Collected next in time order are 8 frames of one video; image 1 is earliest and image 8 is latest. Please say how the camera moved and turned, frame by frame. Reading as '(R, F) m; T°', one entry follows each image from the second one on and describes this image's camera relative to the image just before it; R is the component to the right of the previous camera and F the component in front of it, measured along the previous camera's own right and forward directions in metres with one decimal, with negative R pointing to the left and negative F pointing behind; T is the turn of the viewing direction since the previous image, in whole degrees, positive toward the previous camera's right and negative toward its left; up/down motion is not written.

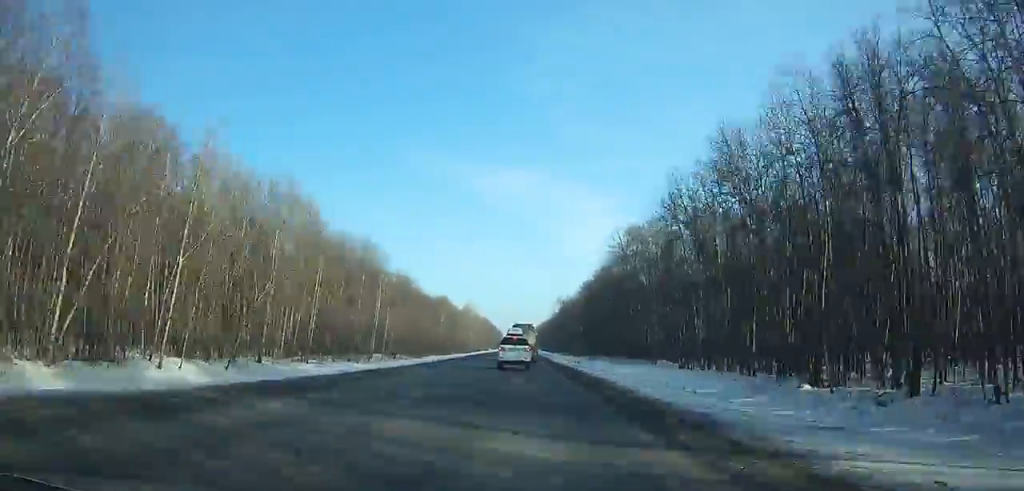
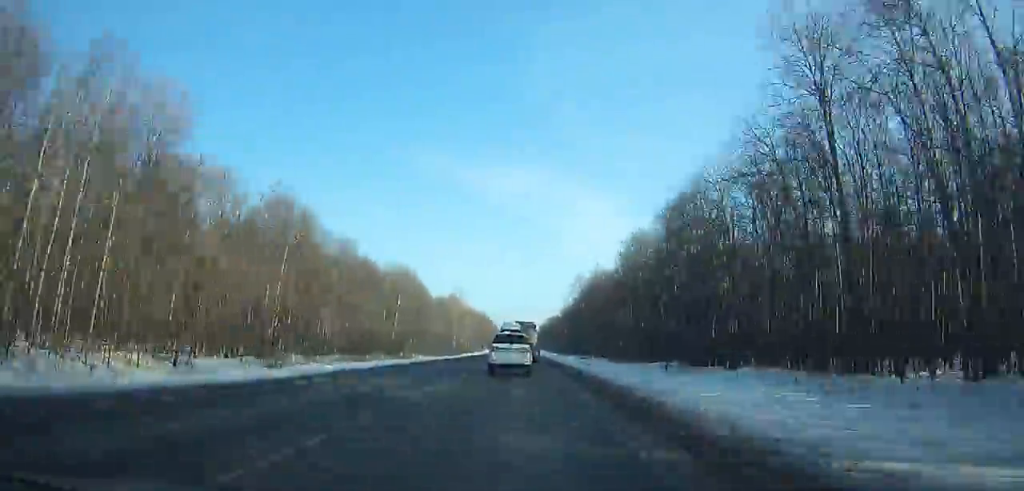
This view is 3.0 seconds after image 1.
(+0.3, +66.8) m; 0°
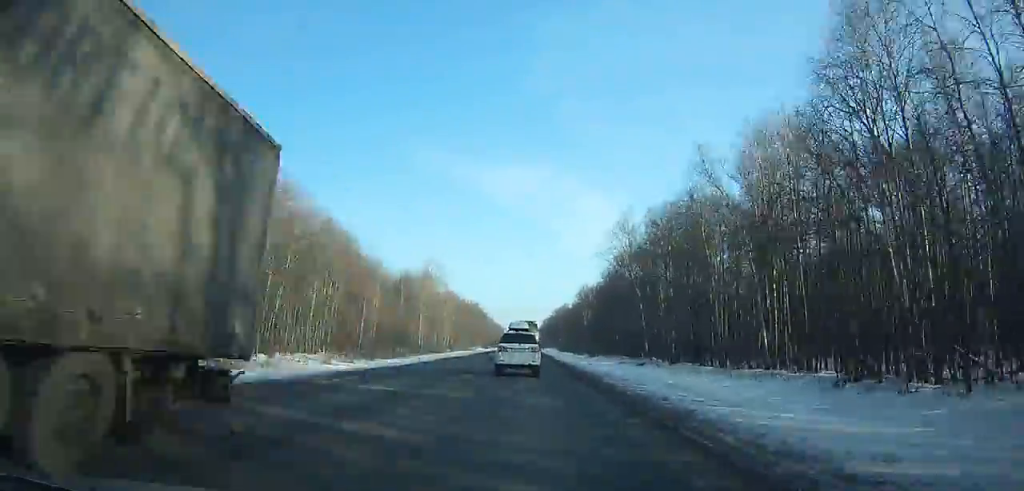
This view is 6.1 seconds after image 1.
(-0.4, +67.1) m; 0°
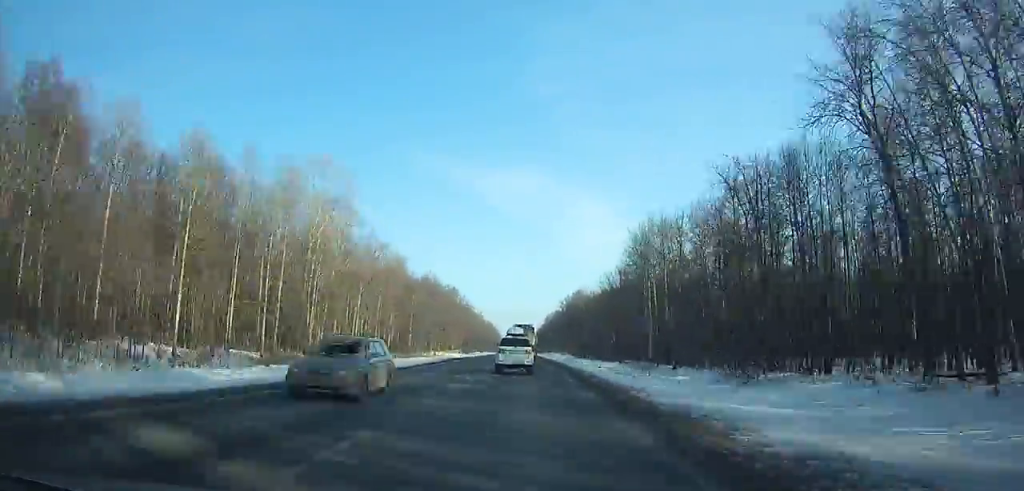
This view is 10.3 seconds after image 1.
(-0.2, +90.1) m; 0°
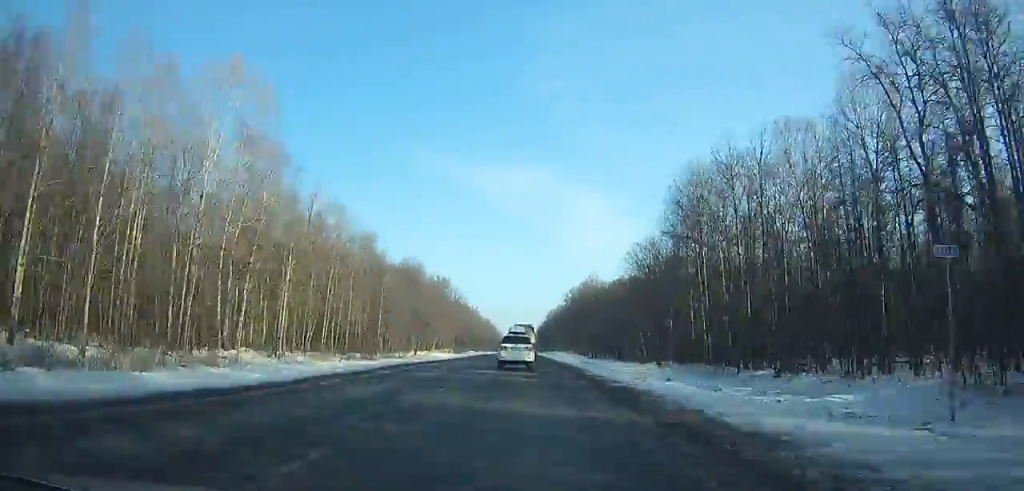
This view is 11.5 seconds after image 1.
(-0.1, +25.8) m; 0°
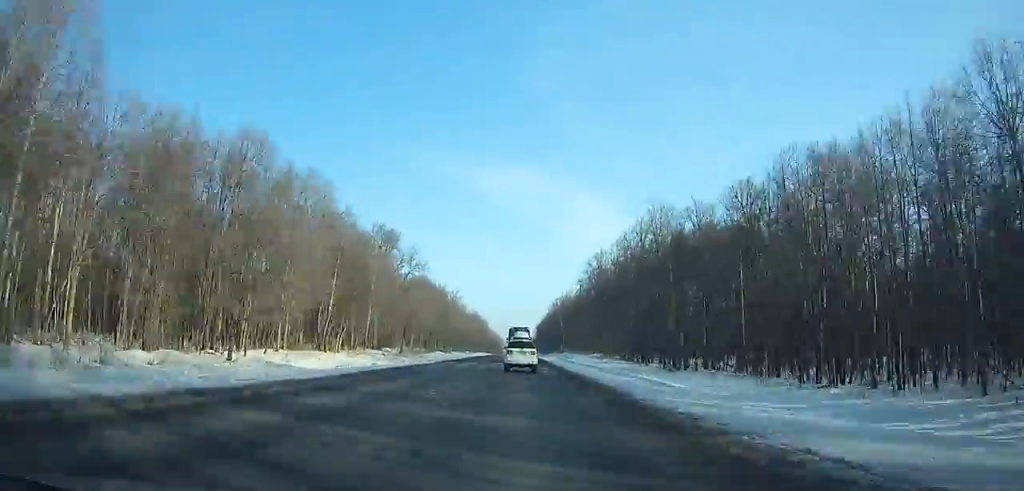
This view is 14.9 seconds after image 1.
(+0.5, +74.1) m; +1°
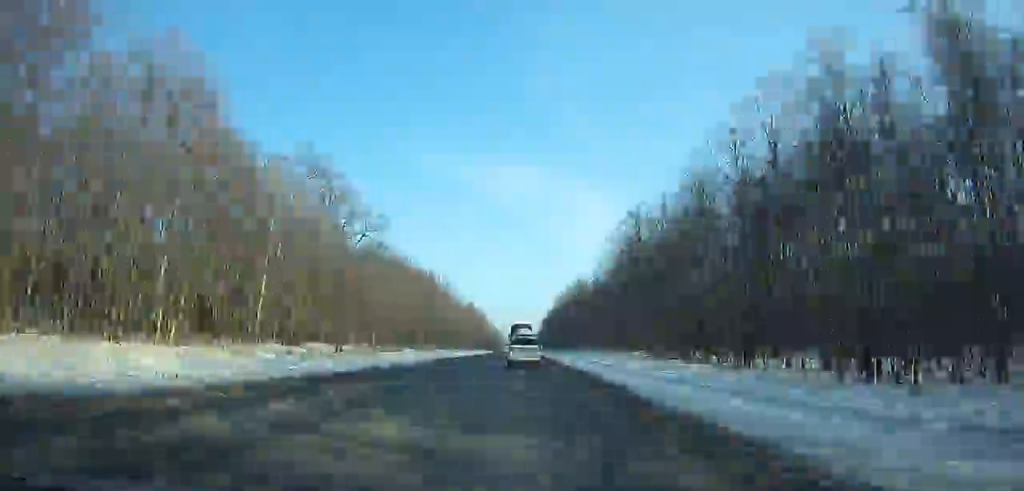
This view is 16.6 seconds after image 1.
(0.0, +37.4) m; 0°
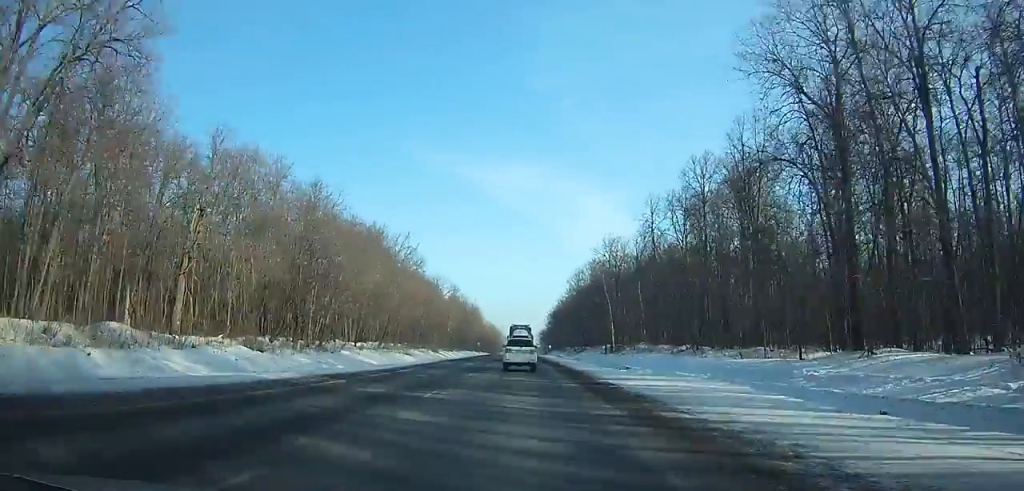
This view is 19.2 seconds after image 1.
(0.0, +57.4) m; 0°
